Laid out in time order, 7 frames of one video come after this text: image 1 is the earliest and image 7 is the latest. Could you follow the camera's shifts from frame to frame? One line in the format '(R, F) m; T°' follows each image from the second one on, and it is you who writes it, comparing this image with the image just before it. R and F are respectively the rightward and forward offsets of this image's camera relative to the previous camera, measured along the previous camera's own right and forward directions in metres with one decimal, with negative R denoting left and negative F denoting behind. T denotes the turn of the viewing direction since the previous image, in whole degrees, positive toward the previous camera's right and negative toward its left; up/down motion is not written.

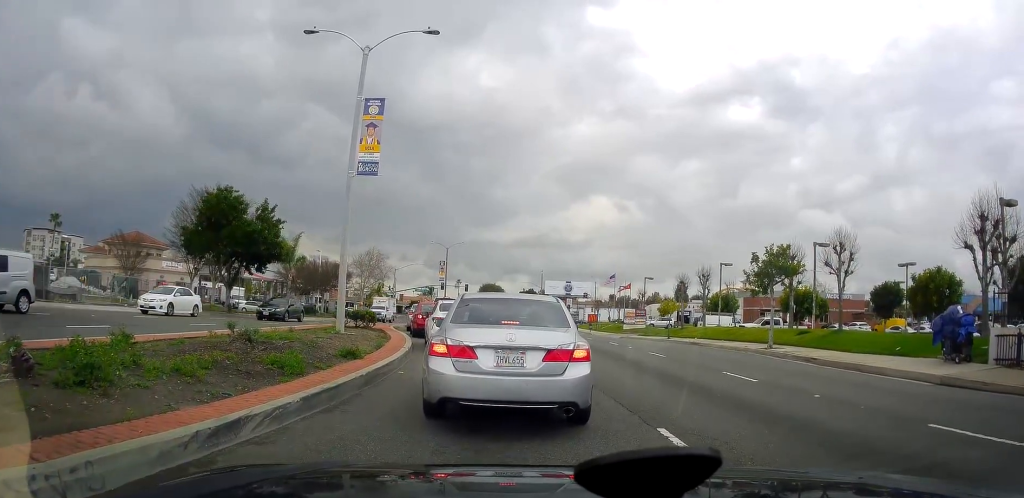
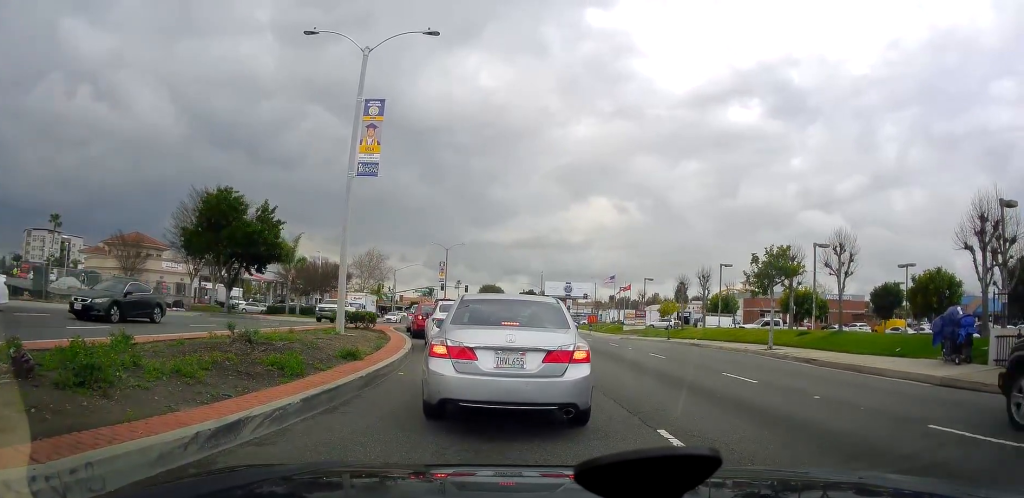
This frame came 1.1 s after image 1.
(0.0, 0.0) m; 0°
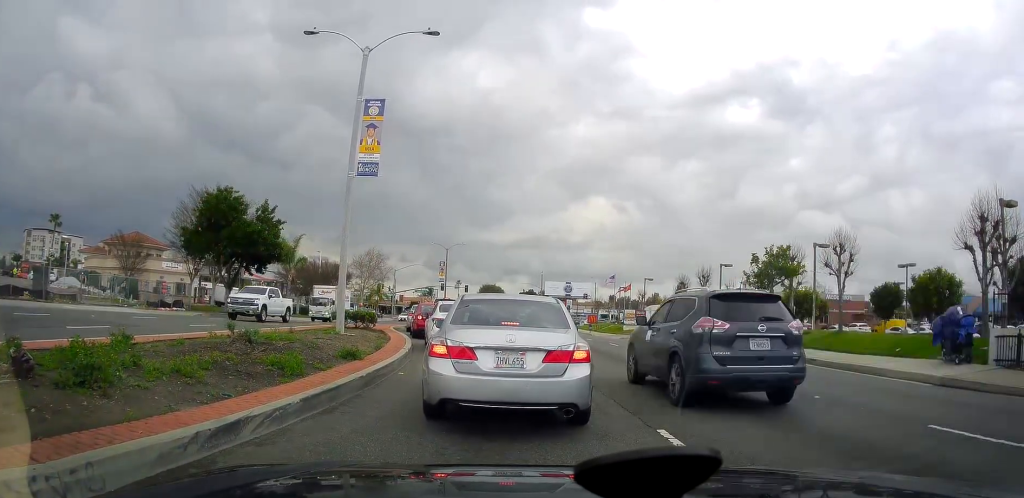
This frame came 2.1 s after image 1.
(0.0, 0.0) m; 0°
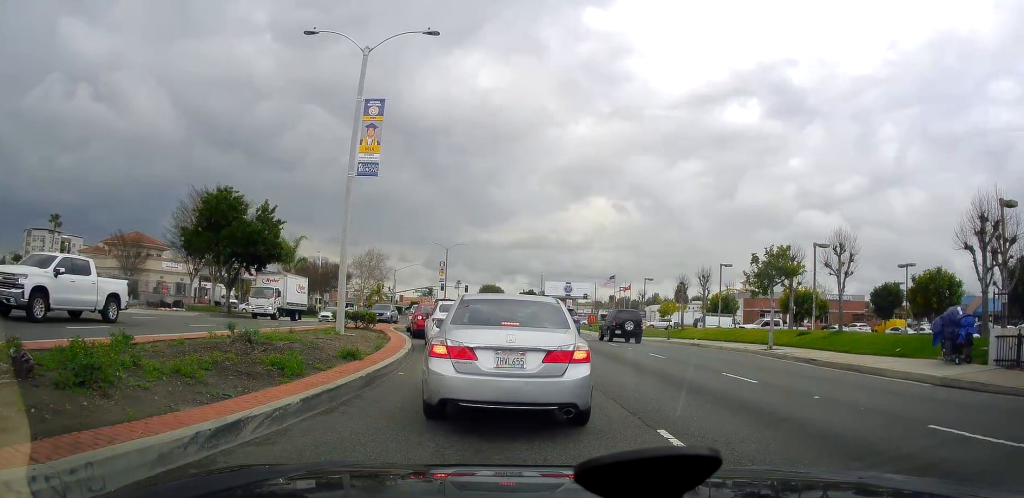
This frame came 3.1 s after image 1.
(0.0, 0.0) m; 0°
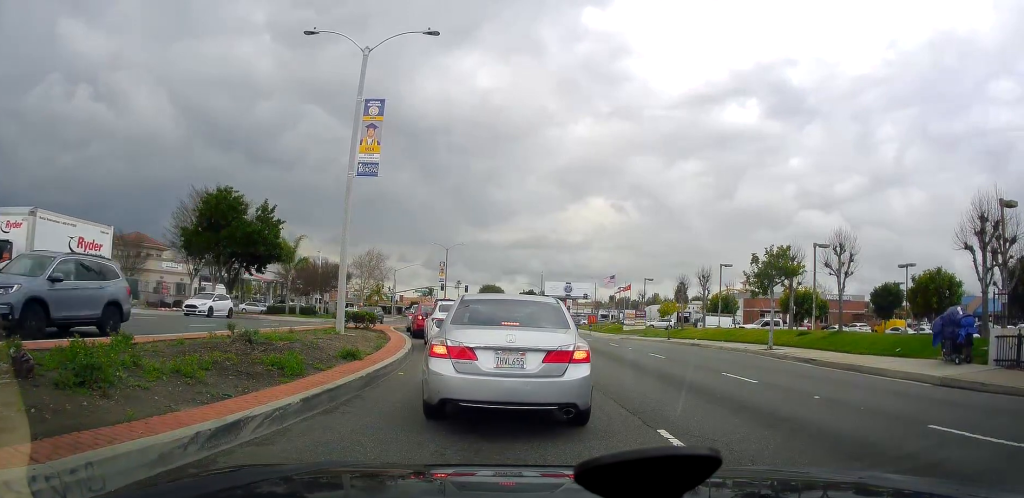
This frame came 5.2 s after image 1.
(0.0, 0.0) m; 0°
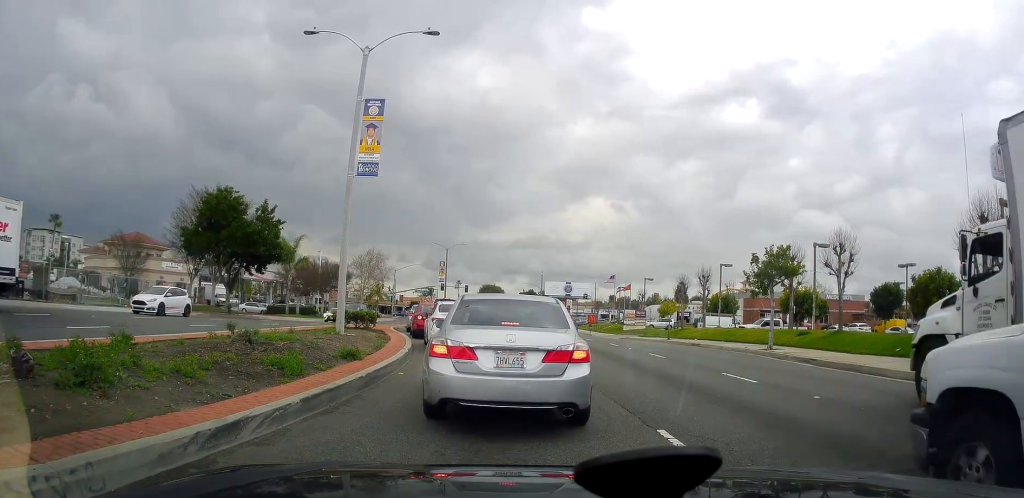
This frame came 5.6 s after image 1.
(0.0, 0.0) m; 0°
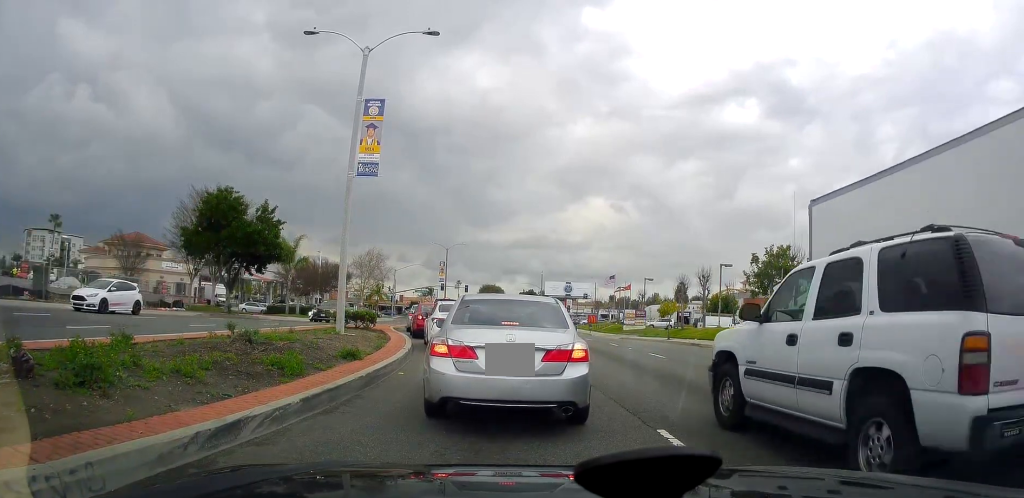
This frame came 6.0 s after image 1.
(0.0, 0.0) m; 0°
